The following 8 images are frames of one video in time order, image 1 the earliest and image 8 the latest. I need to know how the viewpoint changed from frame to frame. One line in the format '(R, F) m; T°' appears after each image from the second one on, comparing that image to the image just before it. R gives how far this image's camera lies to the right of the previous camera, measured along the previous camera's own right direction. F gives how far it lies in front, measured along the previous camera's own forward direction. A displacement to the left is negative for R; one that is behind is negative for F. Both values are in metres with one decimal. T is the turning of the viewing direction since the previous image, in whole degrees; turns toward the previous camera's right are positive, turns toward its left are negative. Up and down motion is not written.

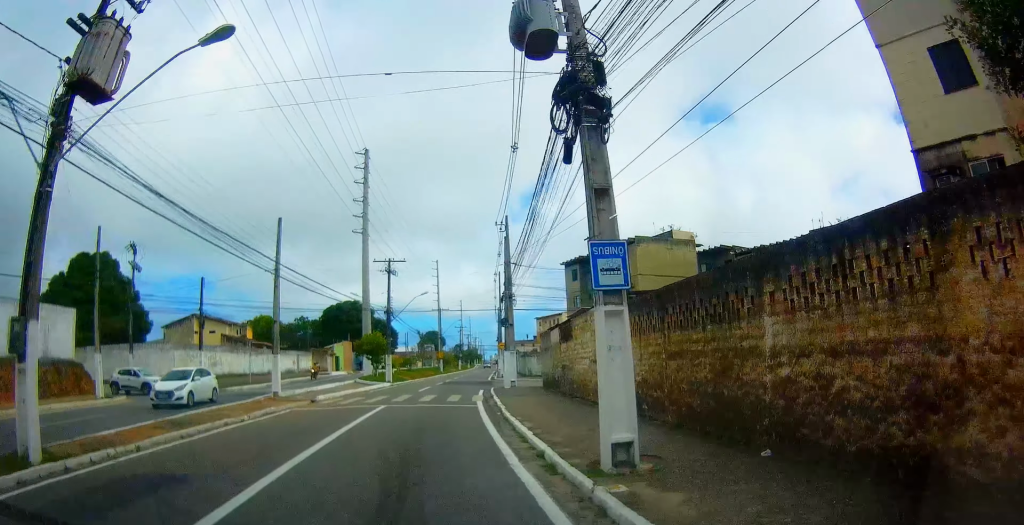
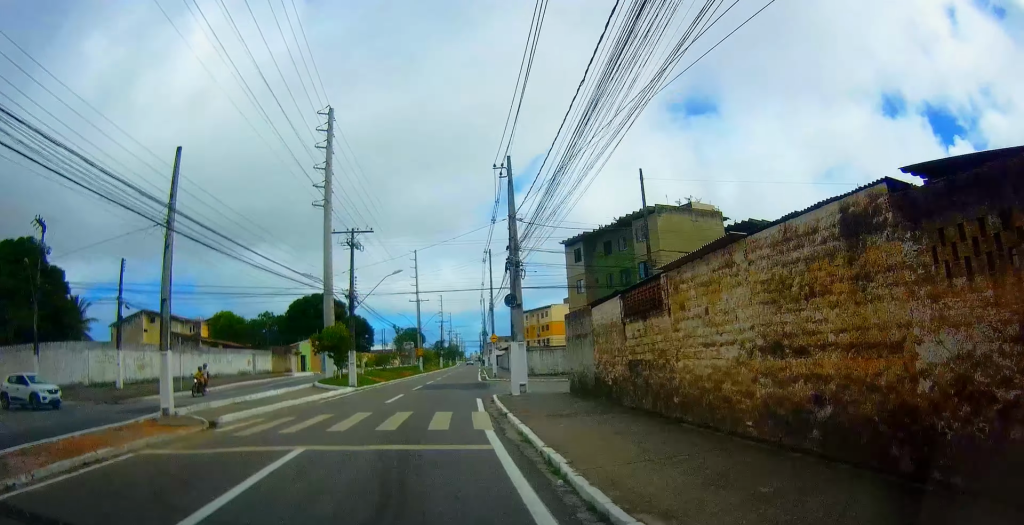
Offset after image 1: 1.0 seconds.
(0.0, +9.7) m; -1°
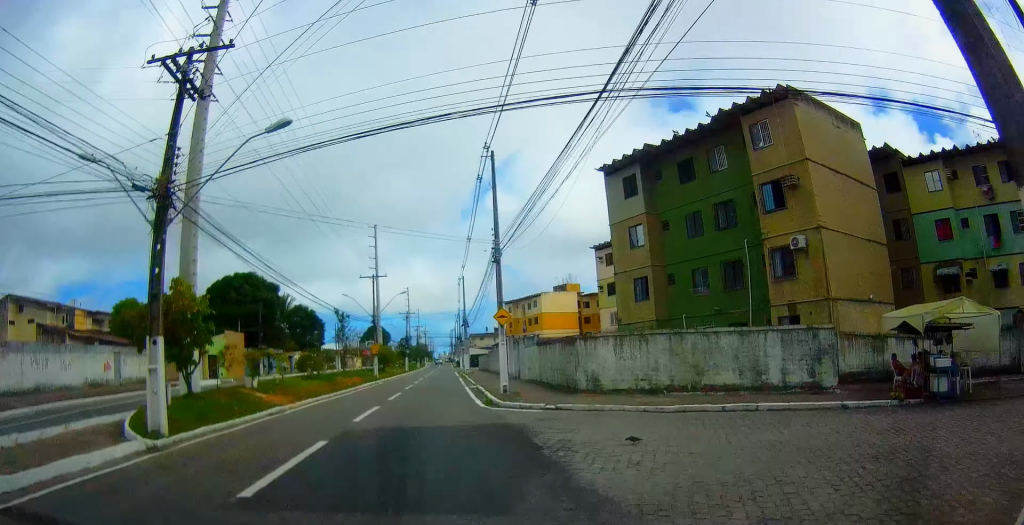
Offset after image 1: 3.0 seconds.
(0.0, +21.3) m; +3°
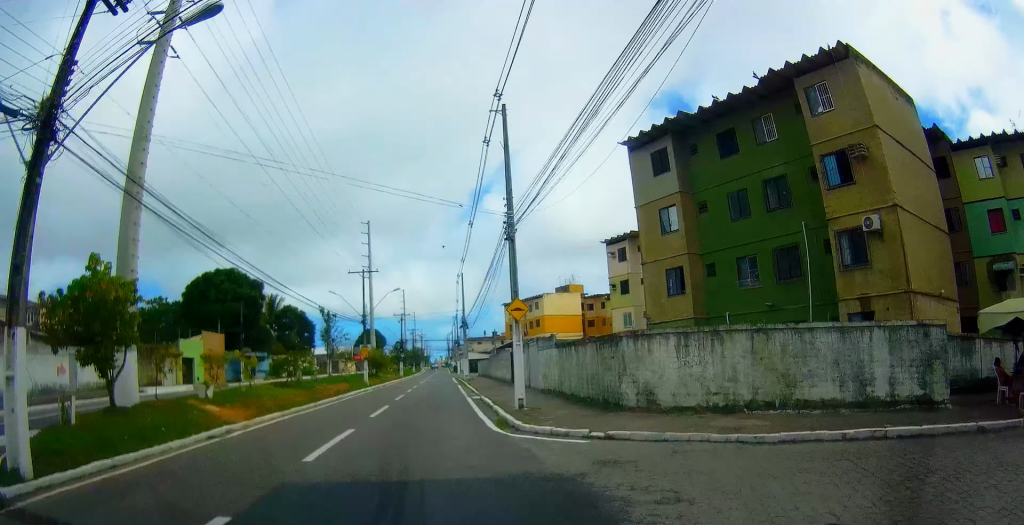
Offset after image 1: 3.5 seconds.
(0.0, +4.7) m; +2°
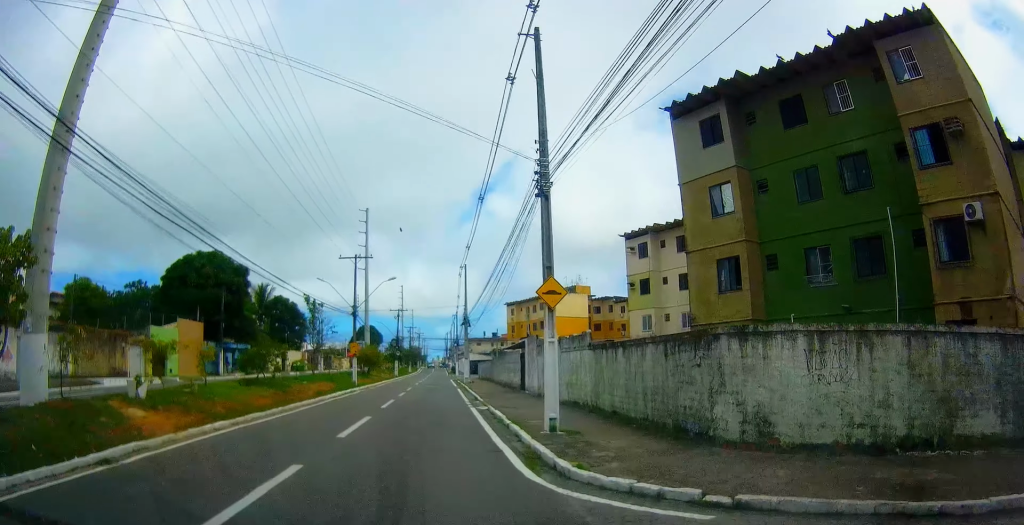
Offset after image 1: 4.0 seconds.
(+0.1, +4.8) m; -1°
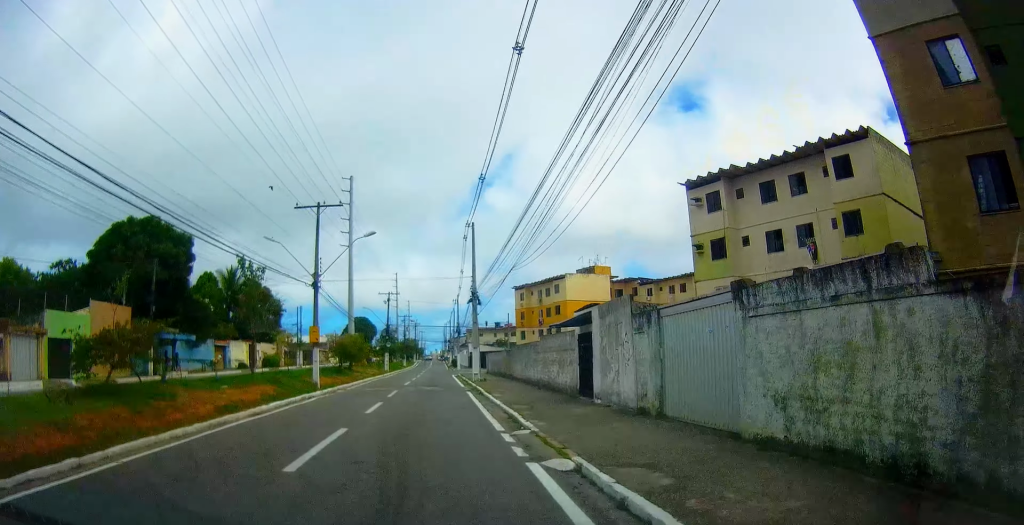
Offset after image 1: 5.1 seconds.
(-0.4, +12.0) m; -3°
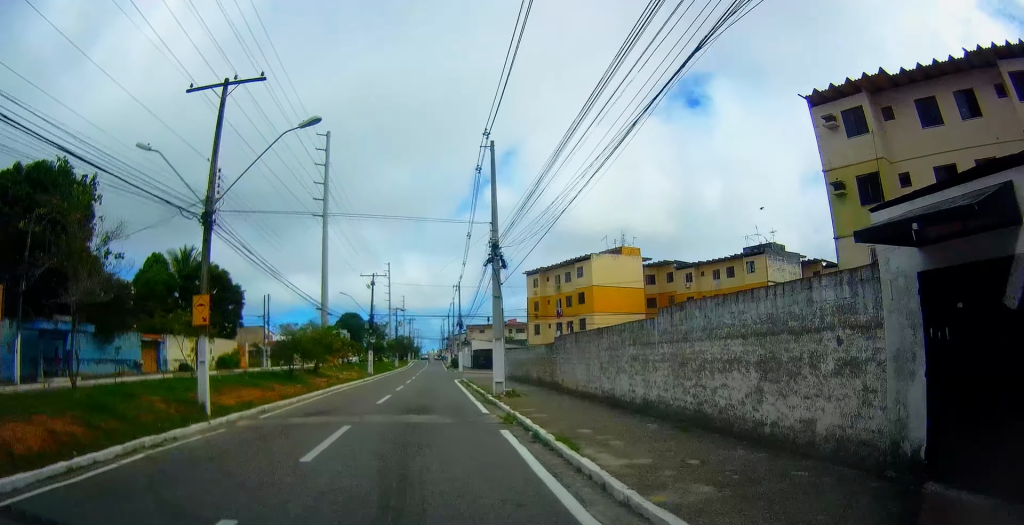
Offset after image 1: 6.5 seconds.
(-0.2, +12.5) m; -2°
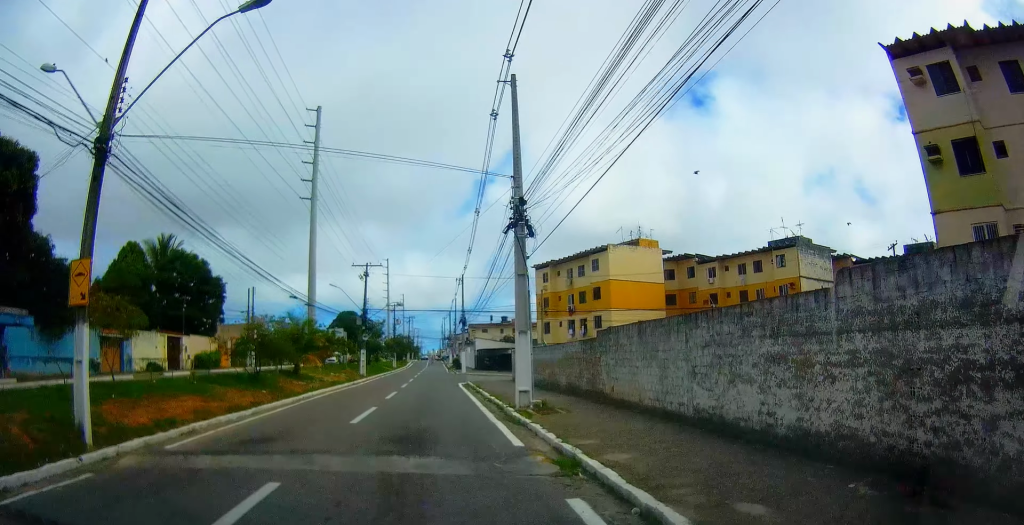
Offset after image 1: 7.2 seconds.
(-0.2, +5.5) m; -2°
